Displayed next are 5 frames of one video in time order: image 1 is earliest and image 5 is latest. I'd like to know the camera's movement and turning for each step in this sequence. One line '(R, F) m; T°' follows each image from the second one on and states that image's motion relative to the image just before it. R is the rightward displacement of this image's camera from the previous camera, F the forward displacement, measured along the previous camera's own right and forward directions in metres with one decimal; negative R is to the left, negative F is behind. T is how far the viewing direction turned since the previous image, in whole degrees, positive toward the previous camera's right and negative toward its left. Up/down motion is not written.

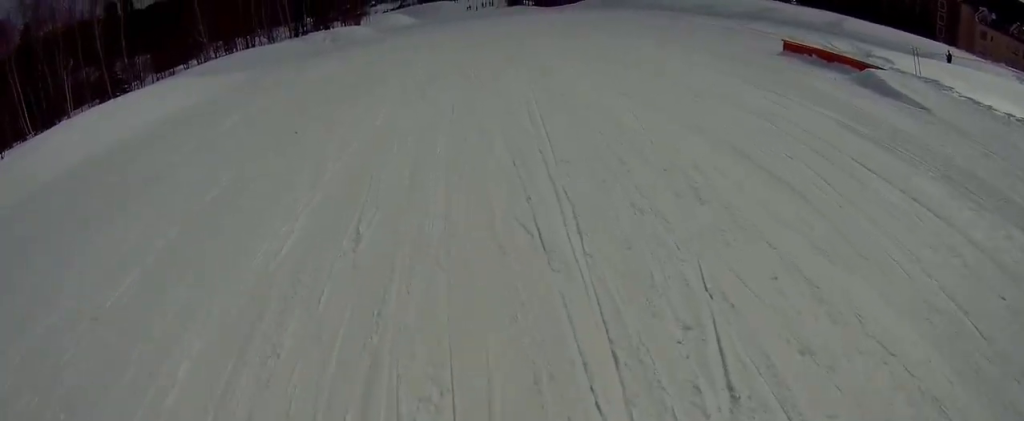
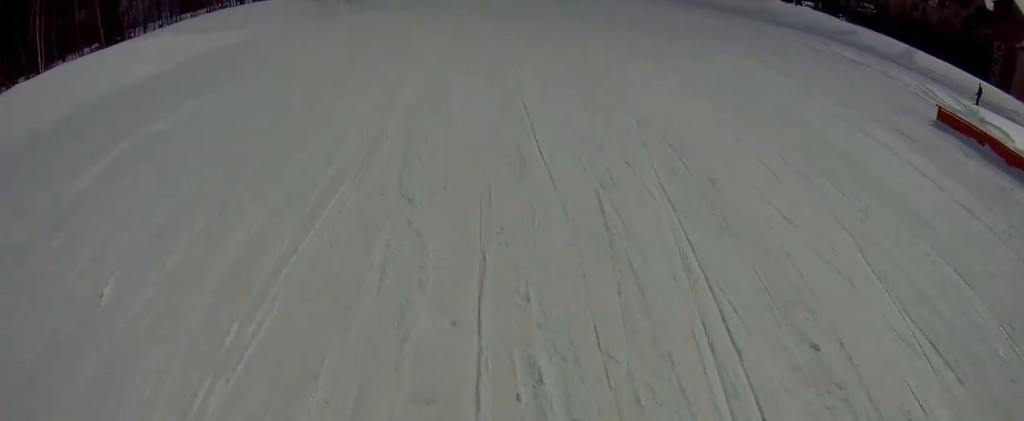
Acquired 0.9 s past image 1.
(-0.3, +9.4) m; +5°
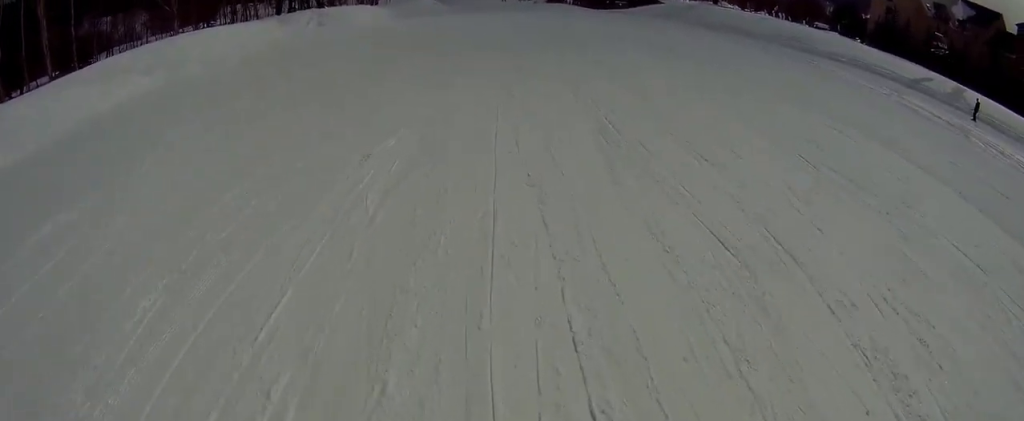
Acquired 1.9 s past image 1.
(+1.3, +10.0) m; +3°
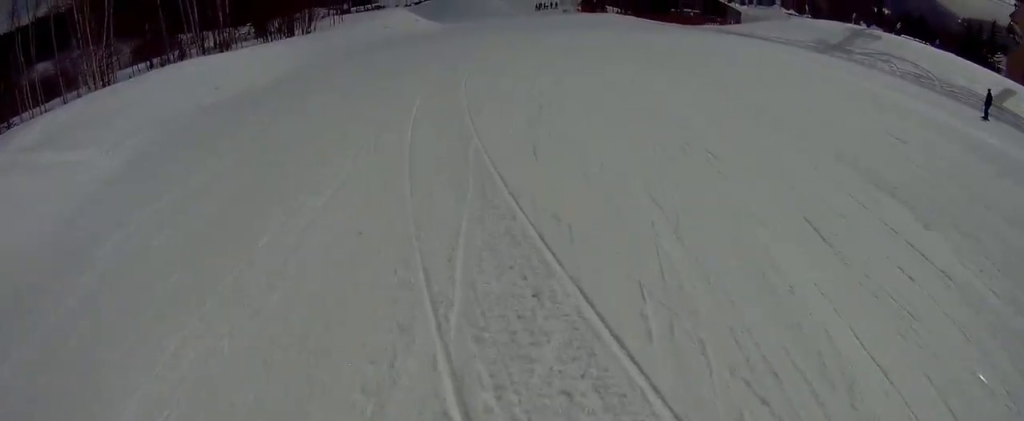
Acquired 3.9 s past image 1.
(0.0, +16.0) m; -1°
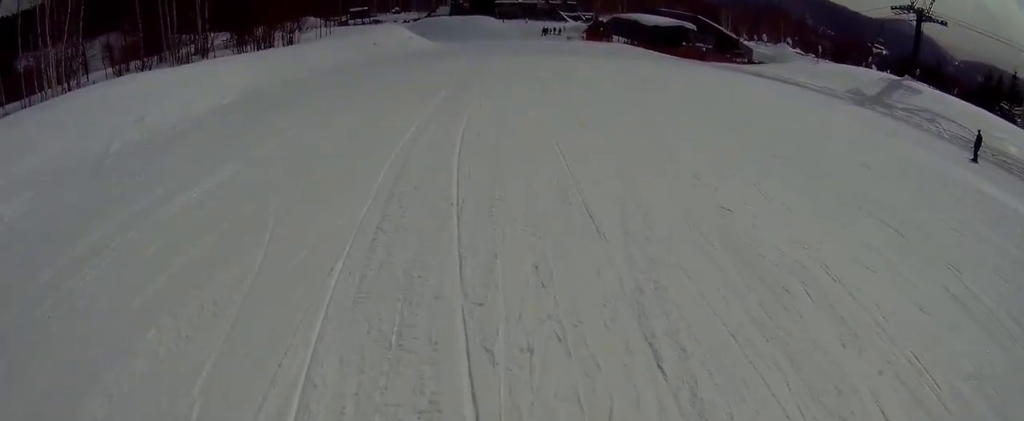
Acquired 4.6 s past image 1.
(-0.7, +5.7) m; -5°
